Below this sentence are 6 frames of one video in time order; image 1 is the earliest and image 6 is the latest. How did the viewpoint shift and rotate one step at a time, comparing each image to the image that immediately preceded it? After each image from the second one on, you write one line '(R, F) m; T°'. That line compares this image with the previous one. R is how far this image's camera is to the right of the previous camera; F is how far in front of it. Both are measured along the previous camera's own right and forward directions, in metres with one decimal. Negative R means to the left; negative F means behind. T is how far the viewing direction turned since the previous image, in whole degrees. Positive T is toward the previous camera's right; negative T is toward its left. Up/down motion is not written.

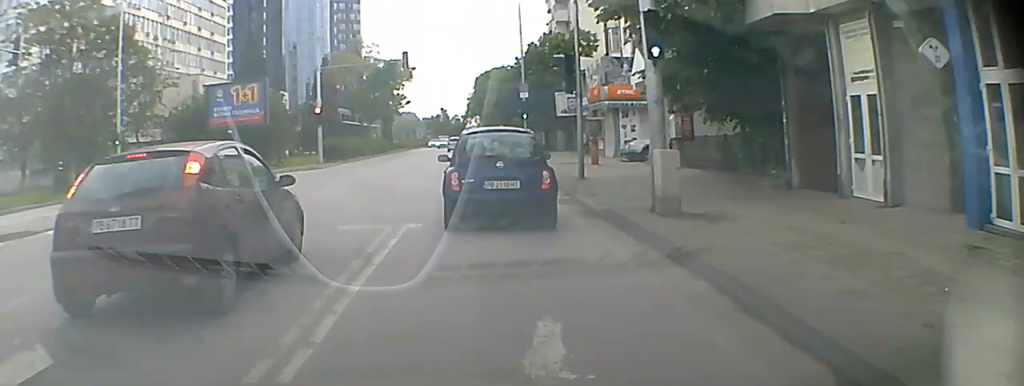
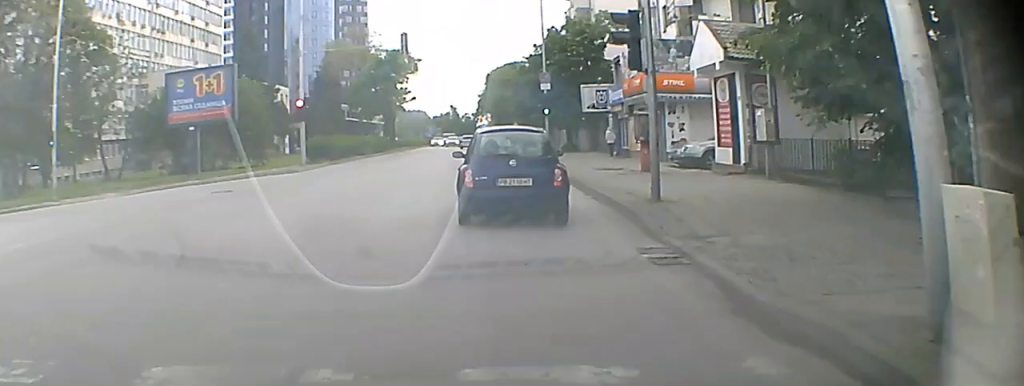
(0.0, +7.5) m; 0°
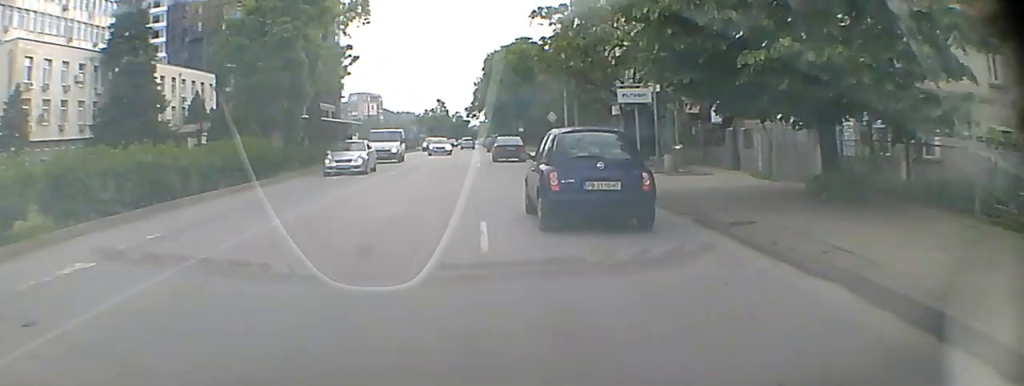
(+0.1, +38.7) m; +1°
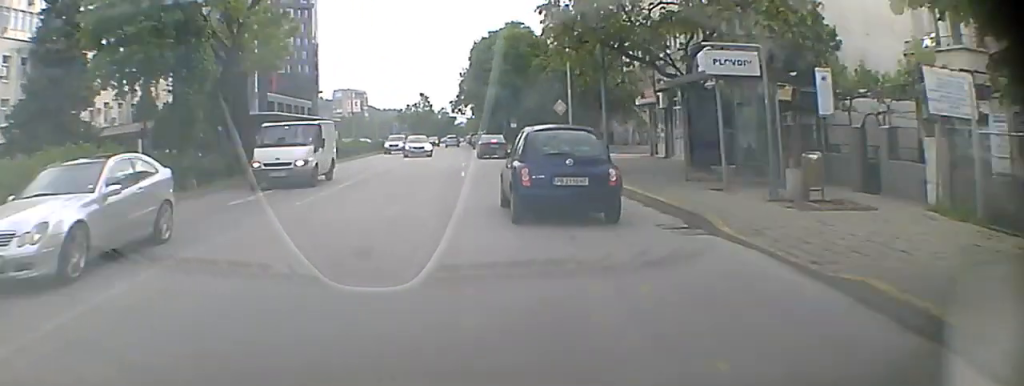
(+0.1, +11.2) m; 0°
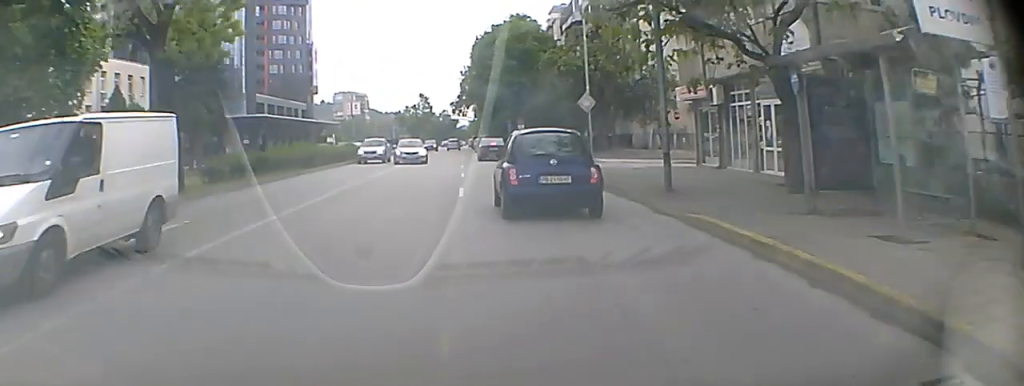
(0.0, +8.2) m; 0°
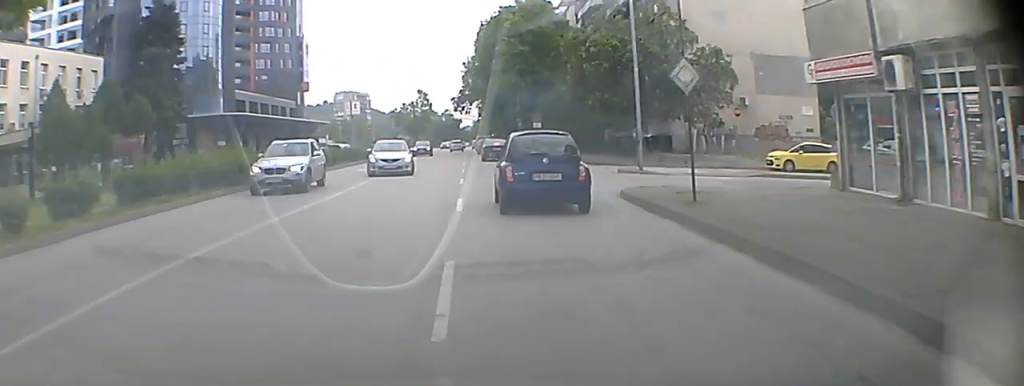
(0.0, +12.7) m; -1°
